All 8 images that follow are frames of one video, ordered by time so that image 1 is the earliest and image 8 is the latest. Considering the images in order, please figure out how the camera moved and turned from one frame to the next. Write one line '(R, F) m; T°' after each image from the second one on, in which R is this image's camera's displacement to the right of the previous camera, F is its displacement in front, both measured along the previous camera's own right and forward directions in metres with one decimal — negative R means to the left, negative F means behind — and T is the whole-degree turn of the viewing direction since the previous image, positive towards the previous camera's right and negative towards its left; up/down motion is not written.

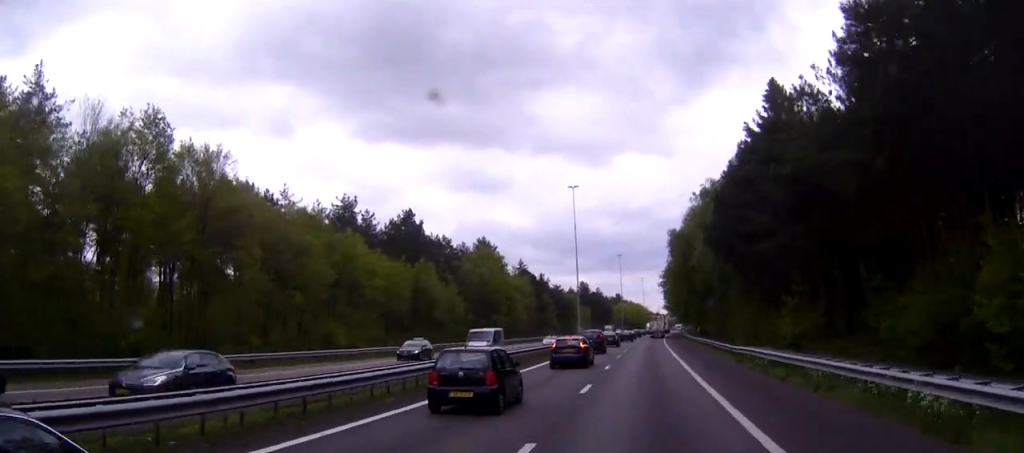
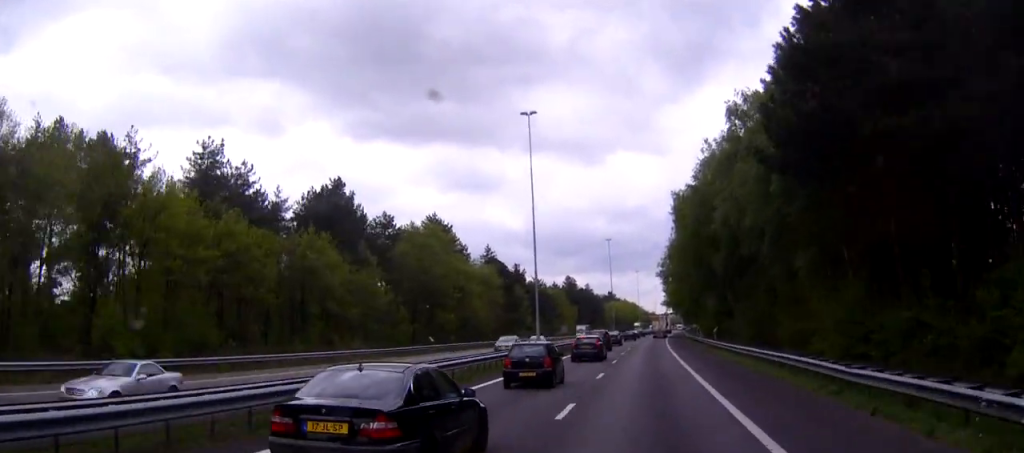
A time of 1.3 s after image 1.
(+0.2, +30.1) m; +1°
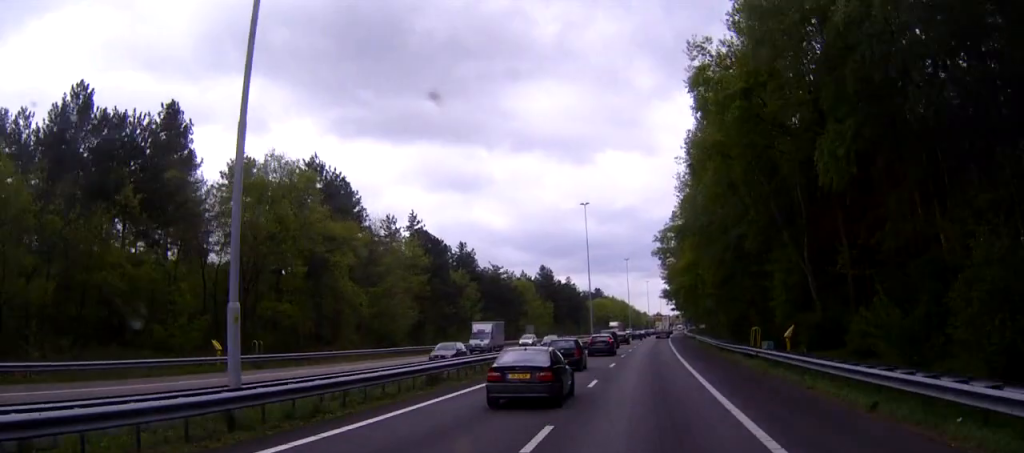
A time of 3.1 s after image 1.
(+0.1, +40.6) m; +1°
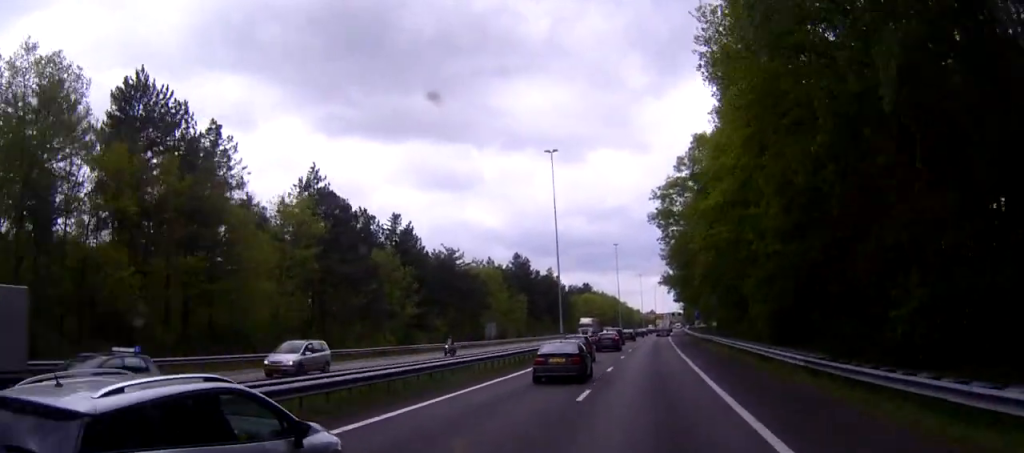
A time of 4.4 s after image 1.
(+0.3, +29.2) m; +2°
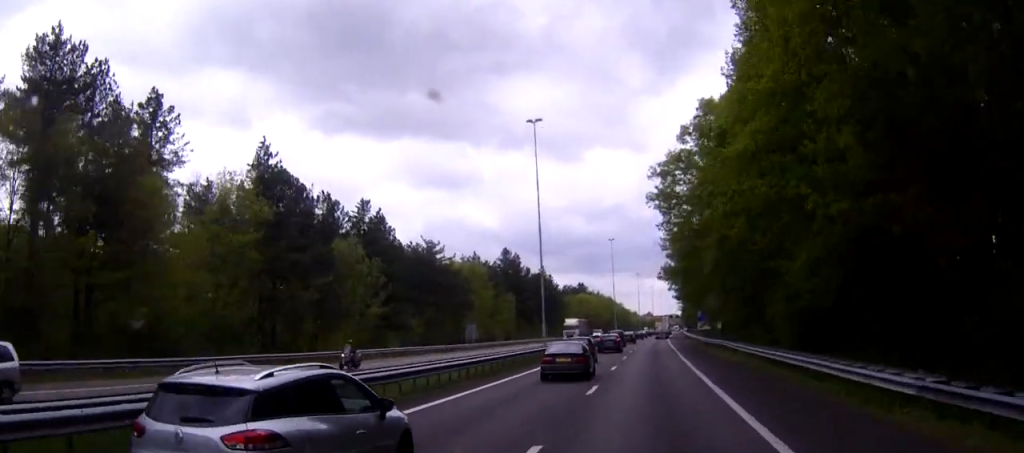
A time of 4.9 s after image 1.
(0.0, +9.7) m; +1°
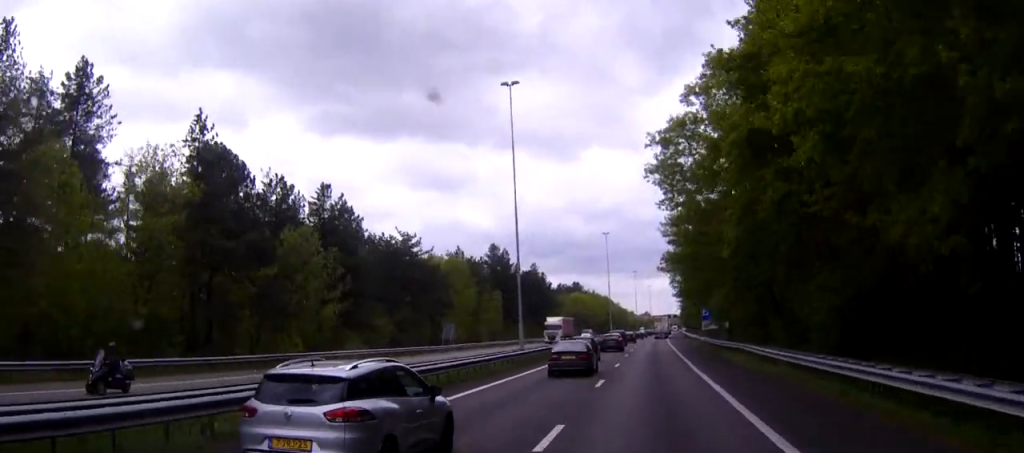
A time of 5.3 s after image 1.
(-0.1, +9.7) m; +1°
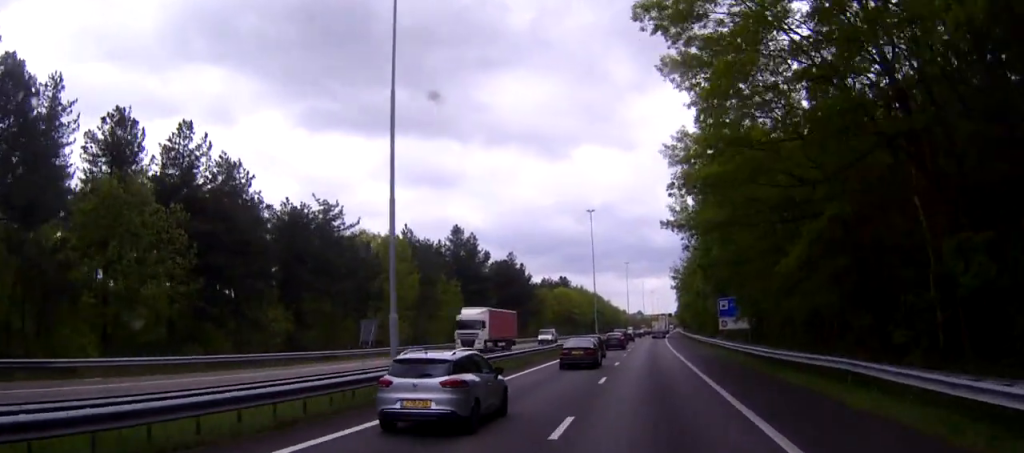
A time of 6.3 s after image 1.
(+0.6, +23.3) m; -1°
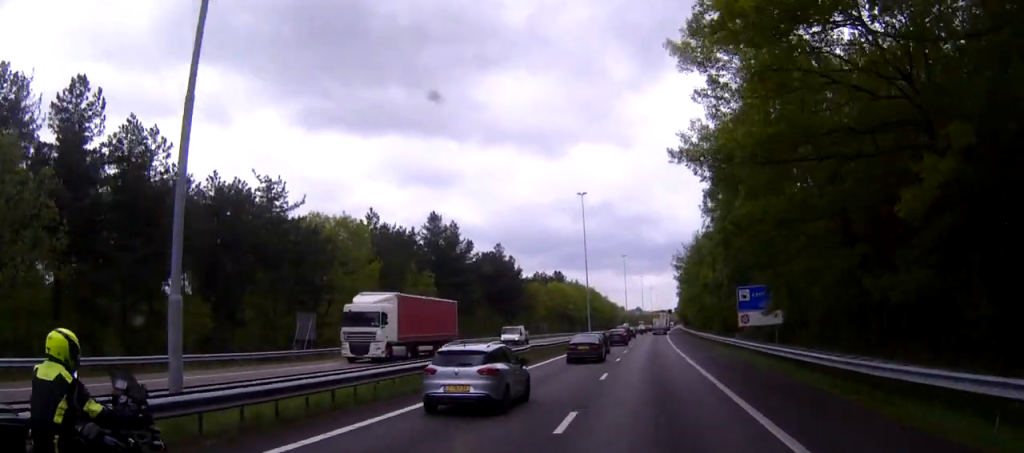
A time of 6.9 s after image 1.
(-0.4, +12.0) m; -1°
